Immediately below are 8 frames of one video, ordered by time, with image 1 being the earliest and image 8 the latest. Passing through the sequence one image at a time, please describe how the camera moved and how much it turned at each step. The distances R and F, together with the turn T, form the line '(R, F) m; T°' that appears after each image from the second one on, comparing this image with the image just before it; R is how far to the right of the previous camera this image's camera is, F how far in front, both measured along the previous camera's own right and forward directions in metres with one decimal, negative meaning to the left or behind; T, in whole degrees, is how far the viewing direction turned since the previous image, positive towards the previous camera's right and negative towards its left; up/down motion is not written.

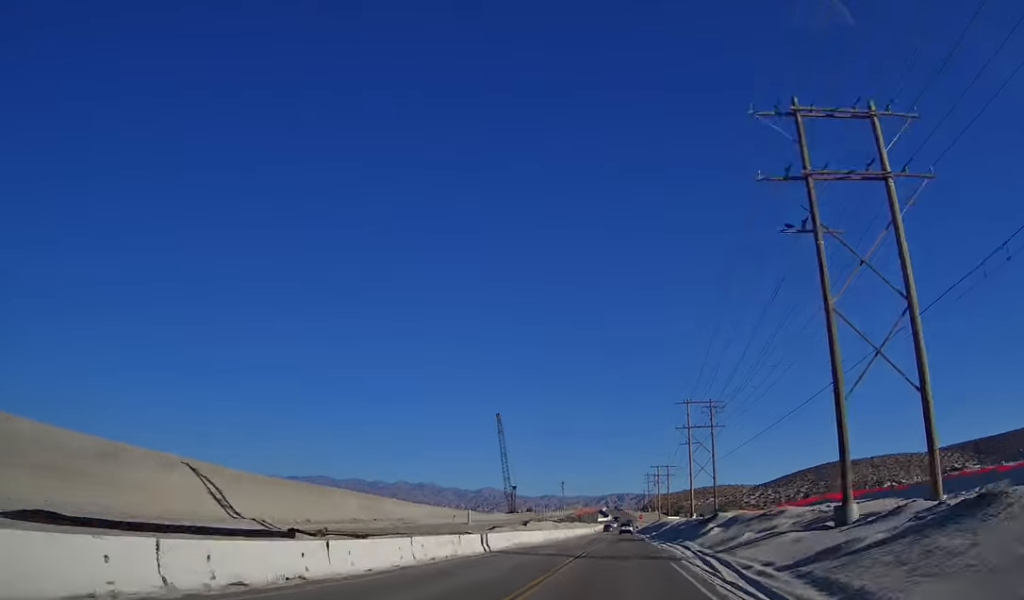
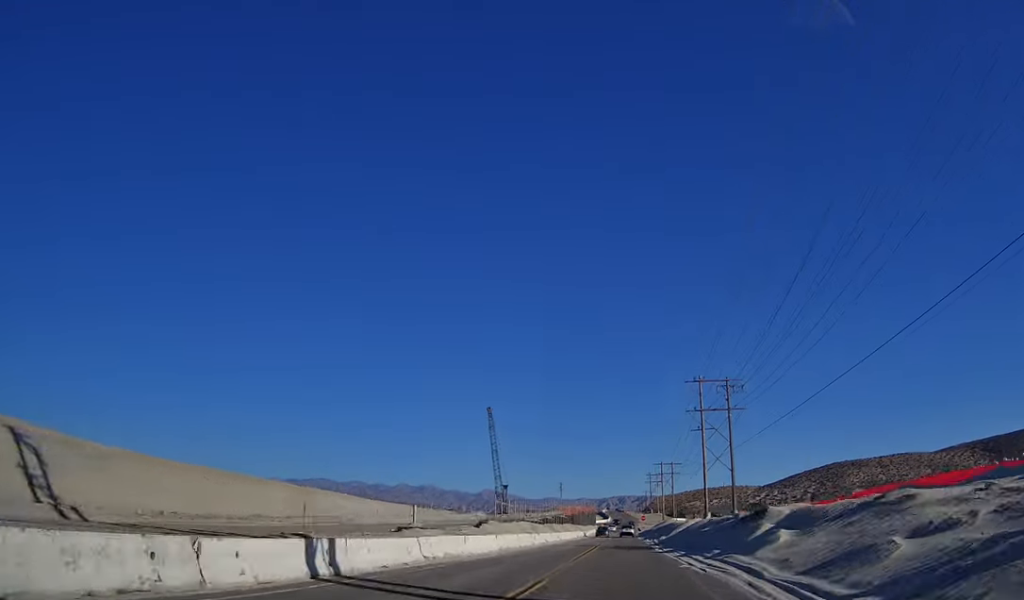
(-0.1, +18.6) m; 0°
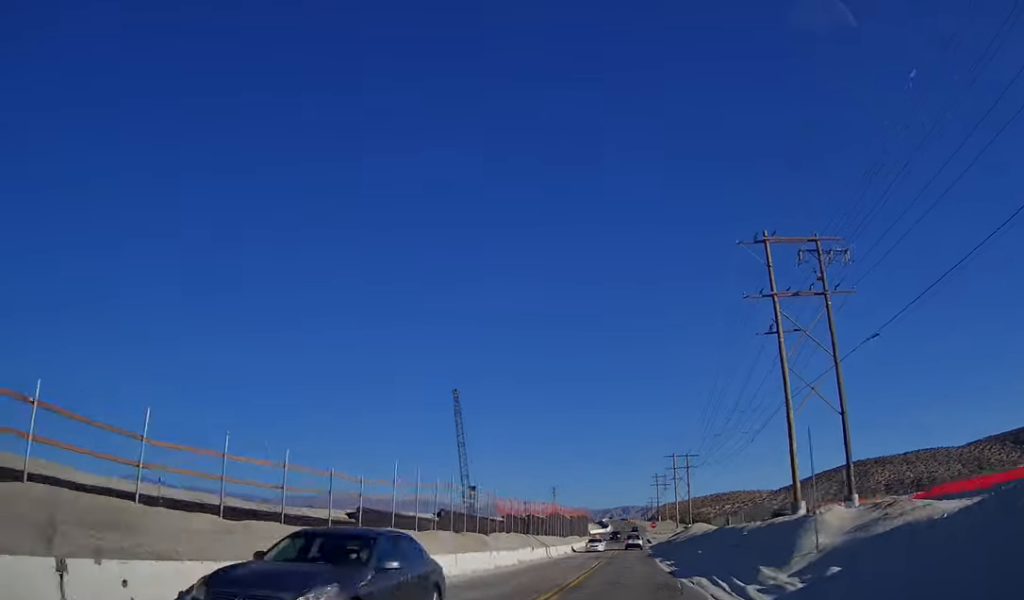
(0.0, +51.3) m; 0°
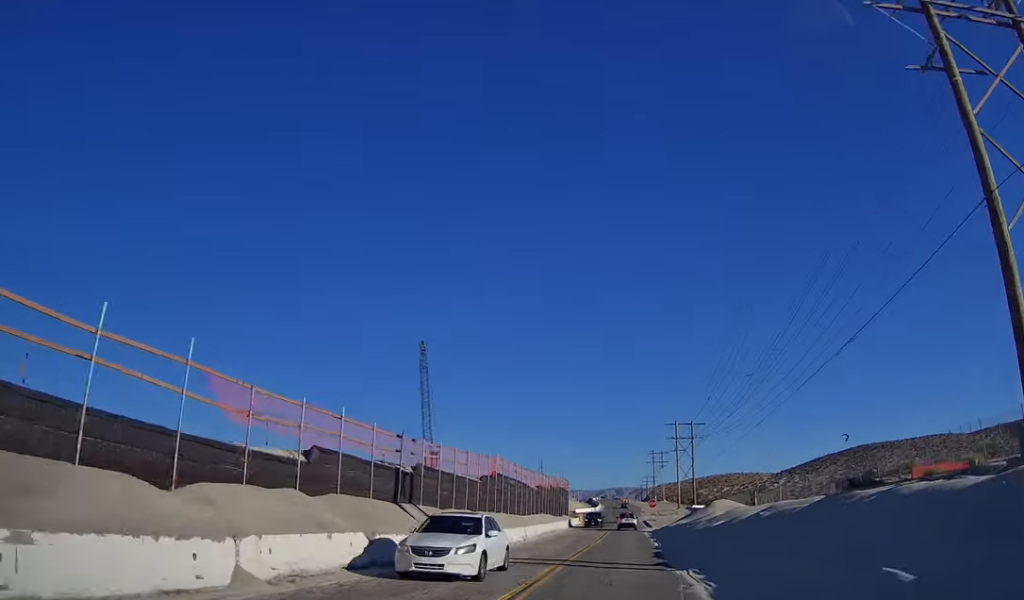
(0.0, +30.8) m; 0°
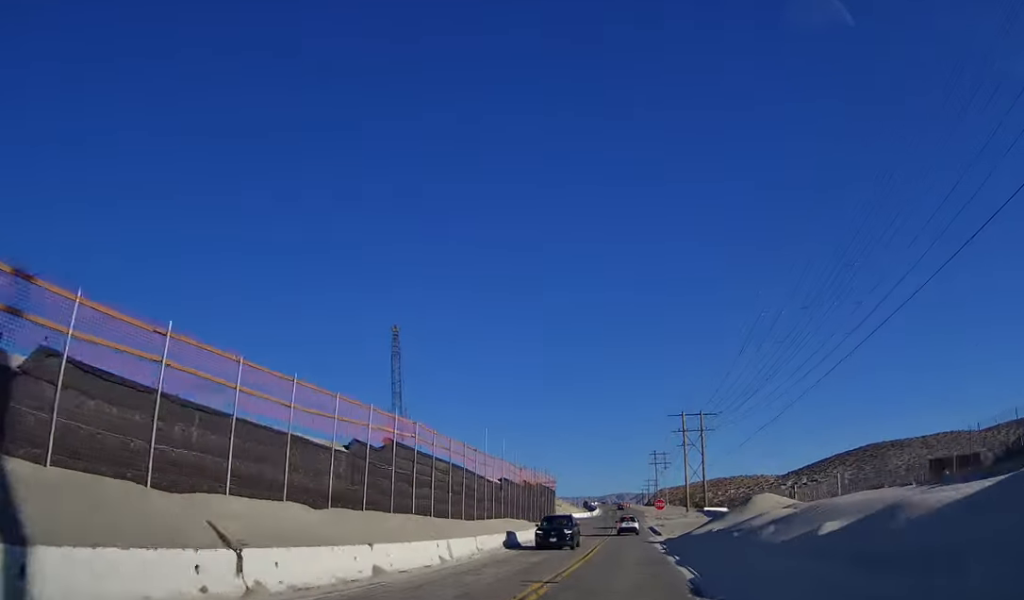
(0.0, +20.1) m; 0°
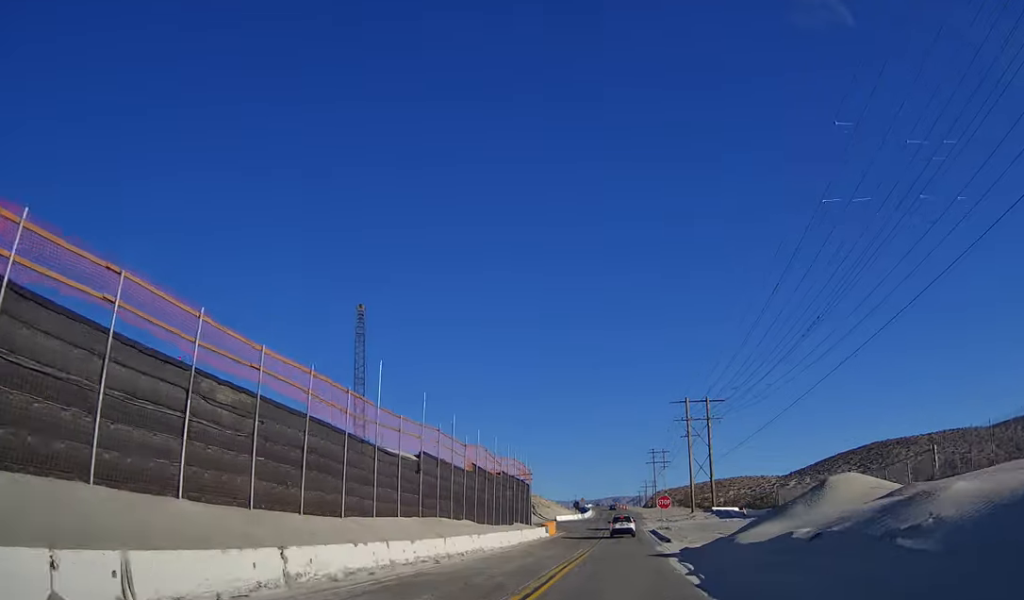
(0.0, +17.1) m; 0°
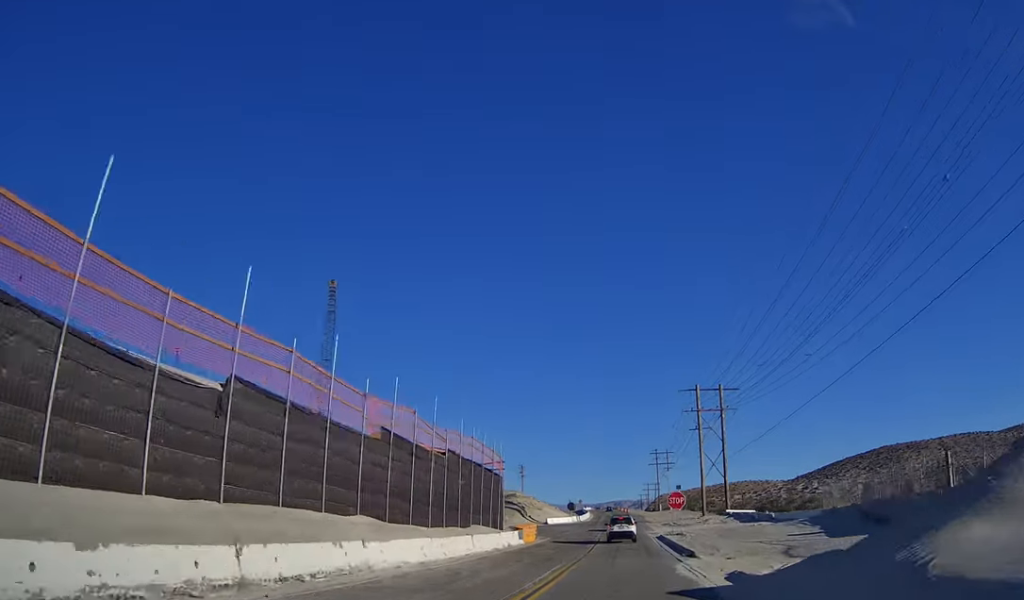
(0.0, +13.7) m; 0°
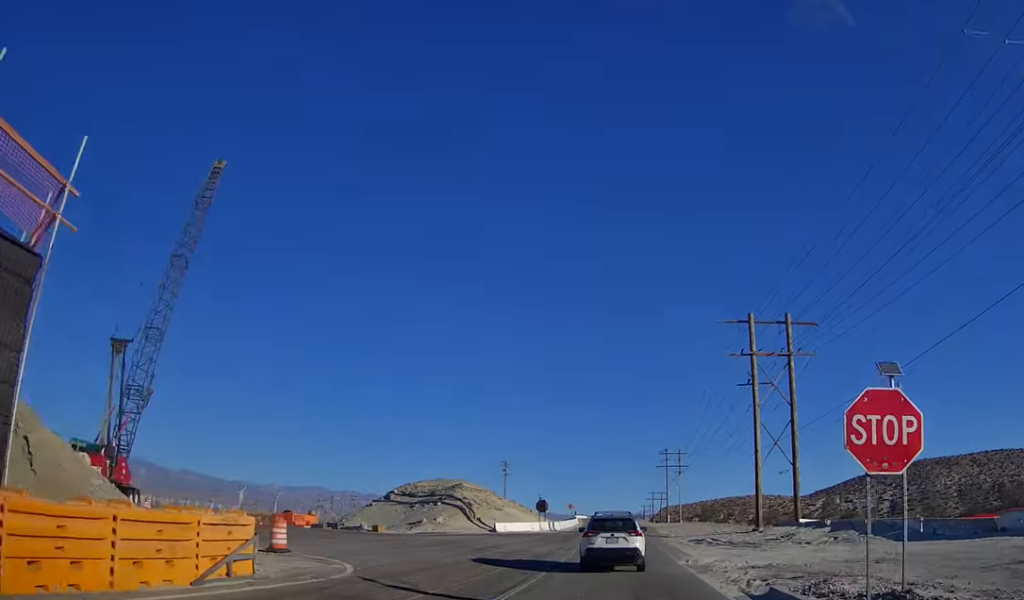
(+0.5, +35.2) m; +2°
